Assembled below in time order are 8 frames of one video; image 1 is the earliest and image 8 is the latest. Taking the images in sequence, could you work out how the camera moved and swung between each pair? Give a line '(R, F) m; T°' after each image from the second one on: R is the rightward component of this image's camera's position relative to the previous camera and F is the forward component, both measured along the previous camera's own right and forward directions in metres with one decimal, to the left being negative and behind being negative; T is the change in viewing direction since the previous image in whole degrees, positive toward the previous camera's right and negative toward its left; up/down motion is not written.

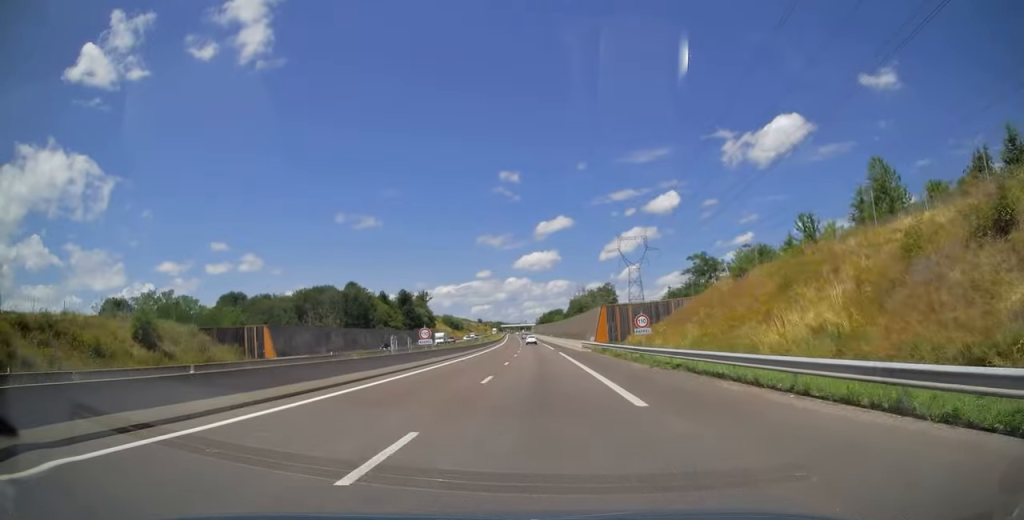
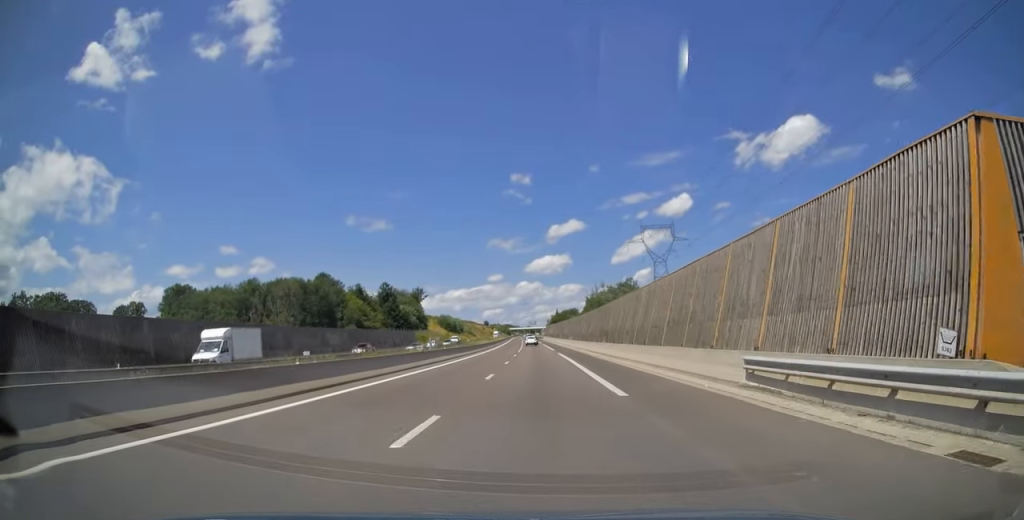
(-0.7, +50.3) m; -1°
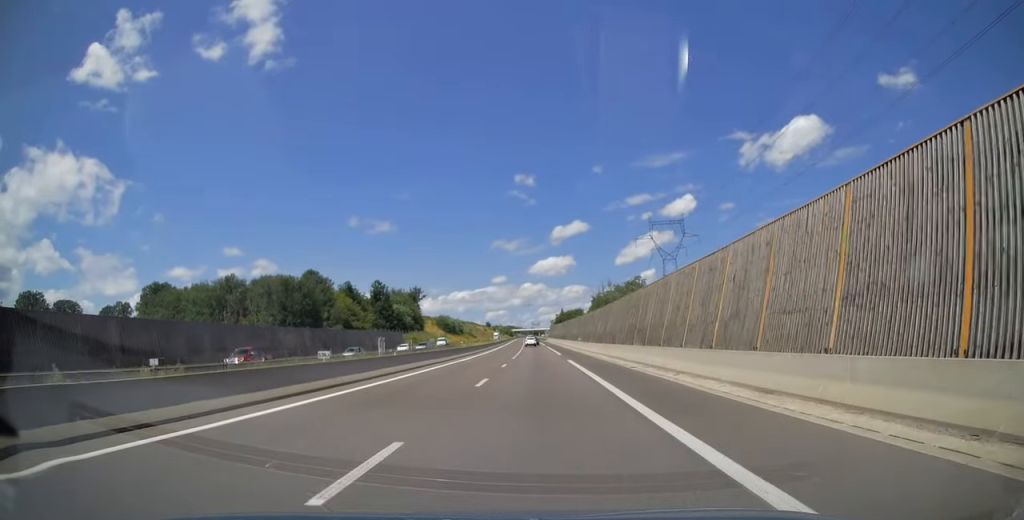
(0.0, +15.9) m; 0°
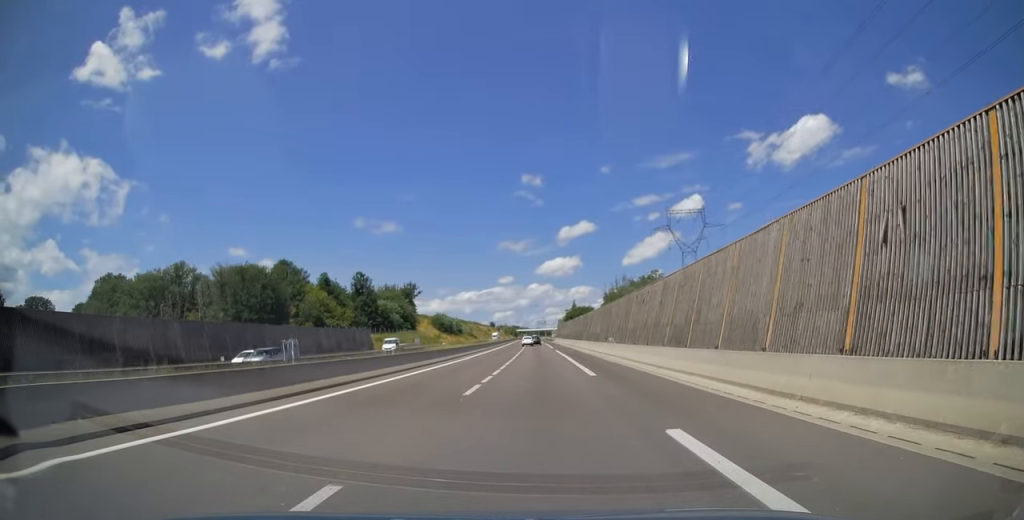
(-0.3, +28.7) m; 0°
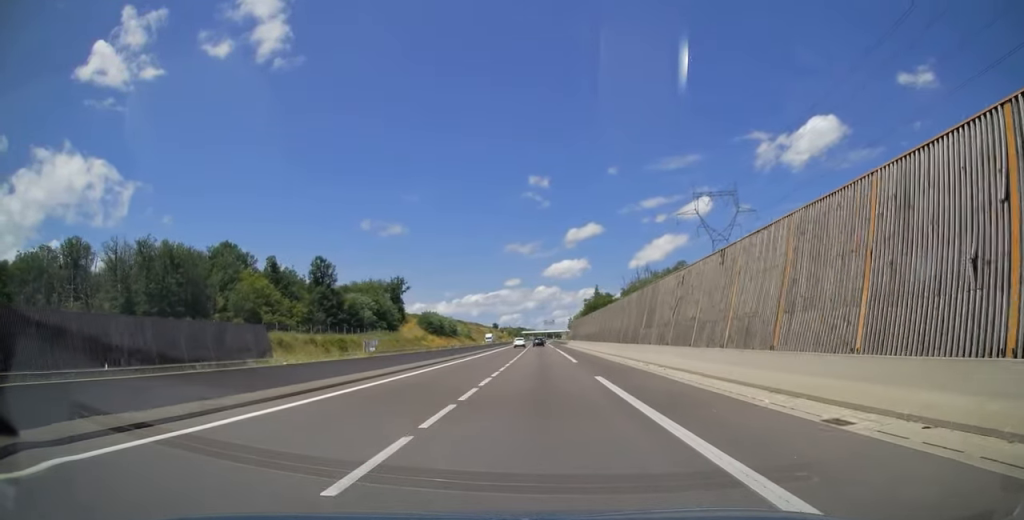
(+0.2, +40.4) m; 0°
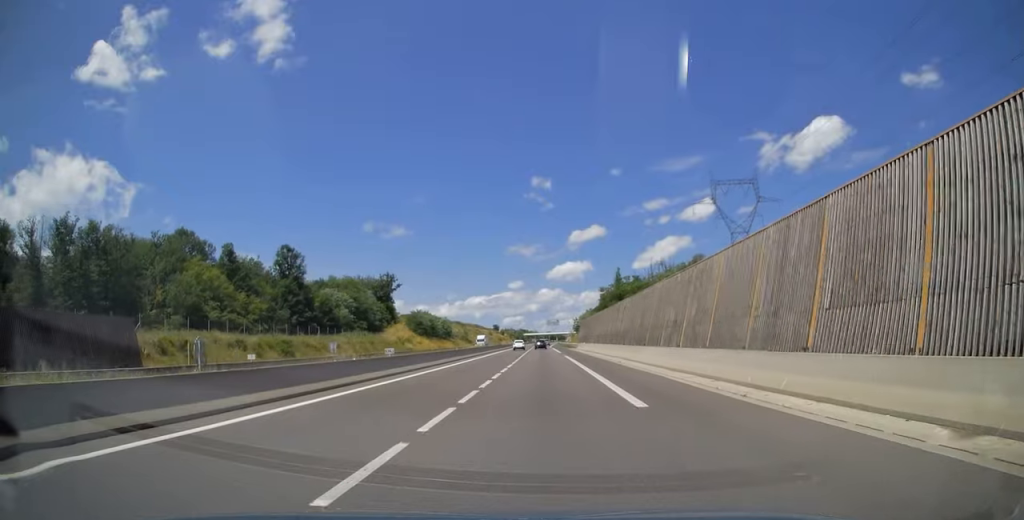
(-0.3, +21.9) m; -1°
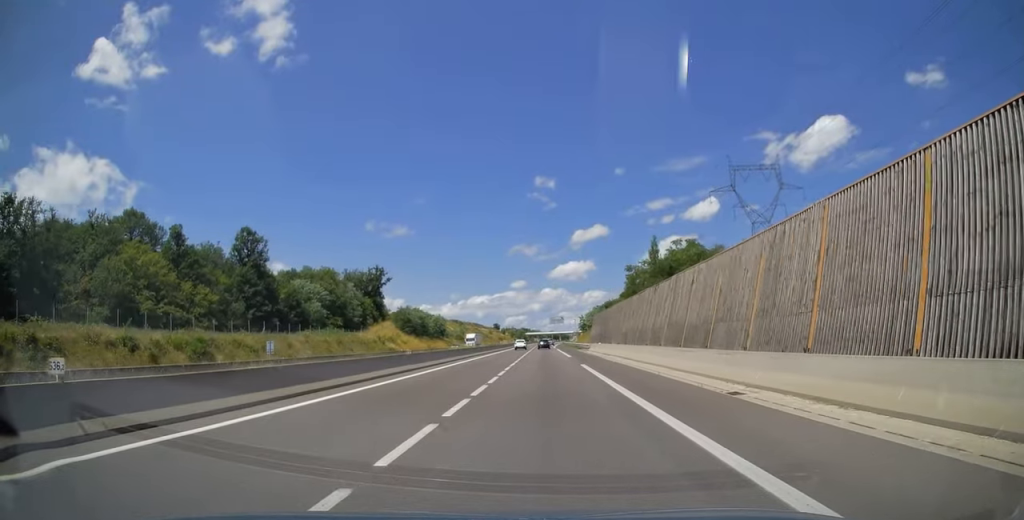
(-0.1, +19.8) m; 0°
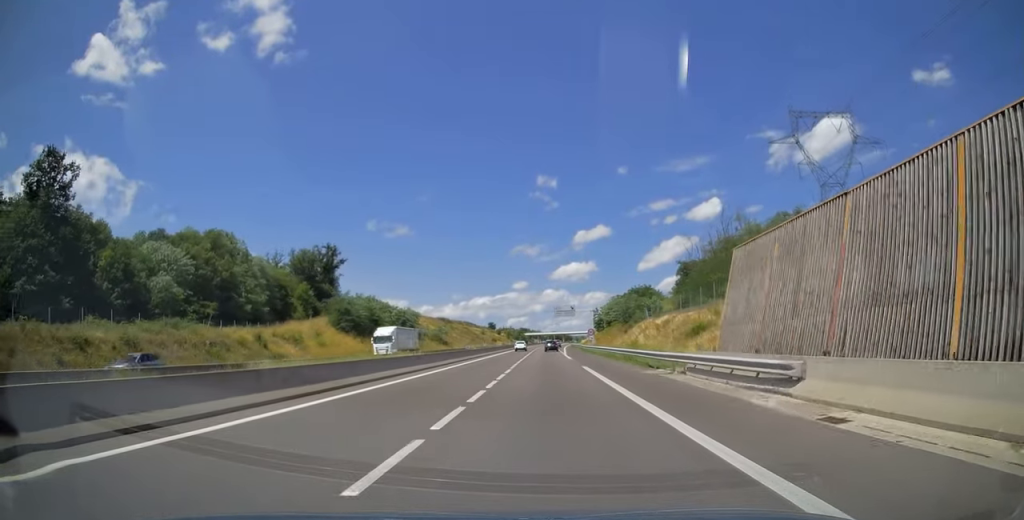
(-0.5, +52.8) m; -1°
